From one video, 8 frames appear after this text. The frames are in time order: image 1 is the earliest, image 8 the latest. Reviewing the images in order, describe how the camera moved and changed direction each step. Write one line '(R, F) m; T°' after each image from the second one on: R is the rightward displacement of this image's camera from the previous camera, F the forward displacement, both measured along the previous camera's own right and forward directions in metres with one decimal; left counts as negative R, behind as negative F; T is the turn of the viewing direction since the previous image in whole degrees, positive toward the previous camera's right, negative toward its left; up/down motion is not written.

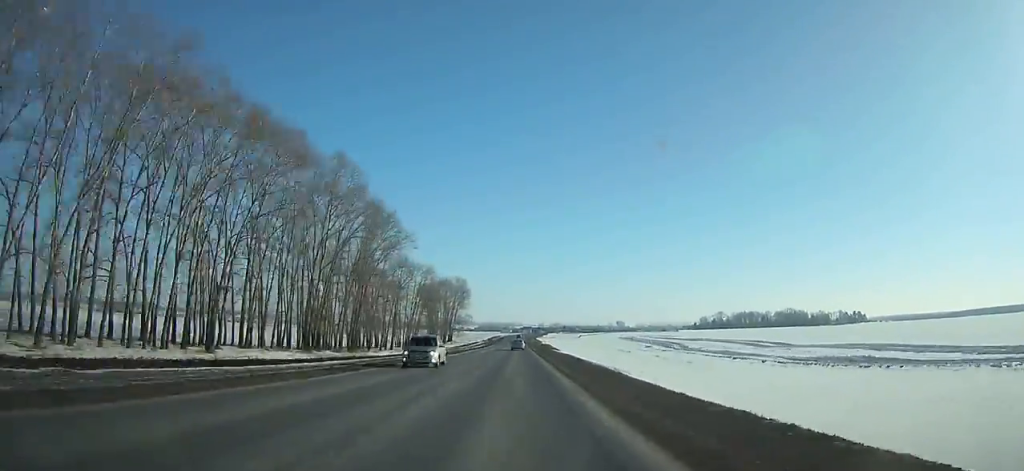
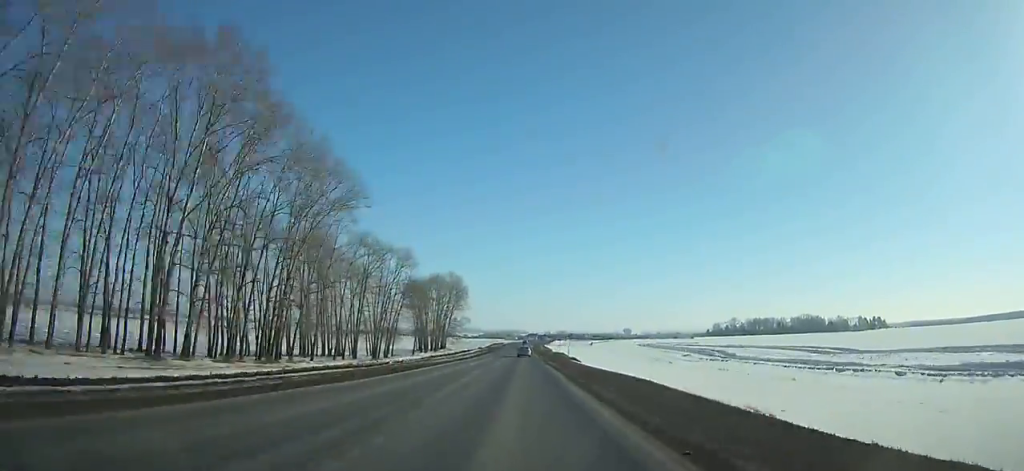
(-0.1, +34.8) m; 0°
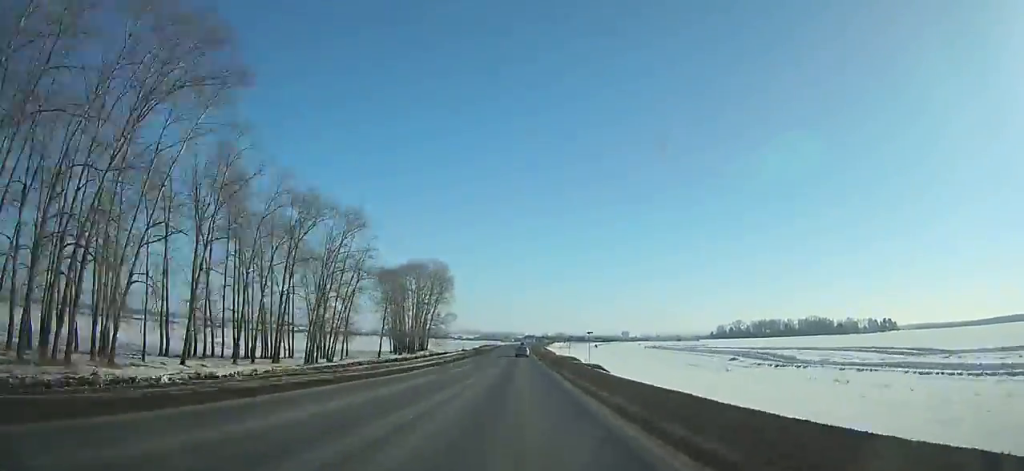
(0.0, +32.7) m; 0°
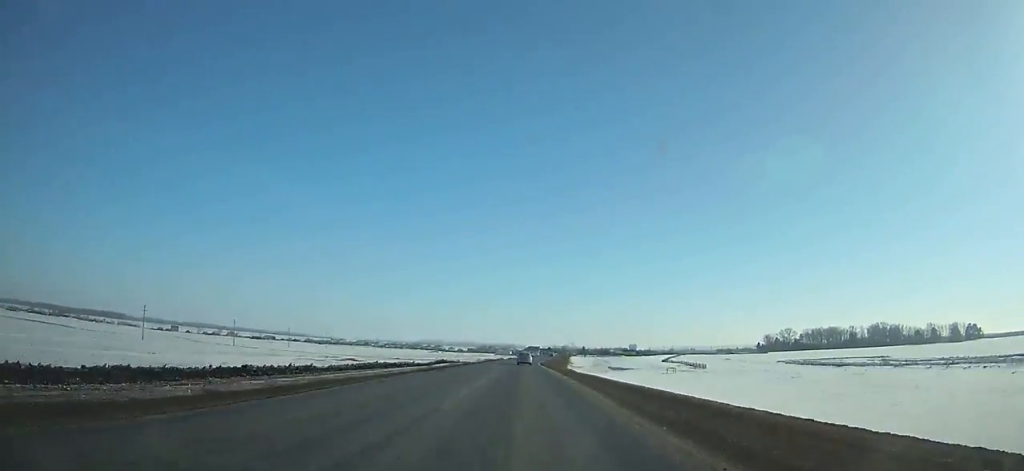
(+0.7, +161.8) m; +1°
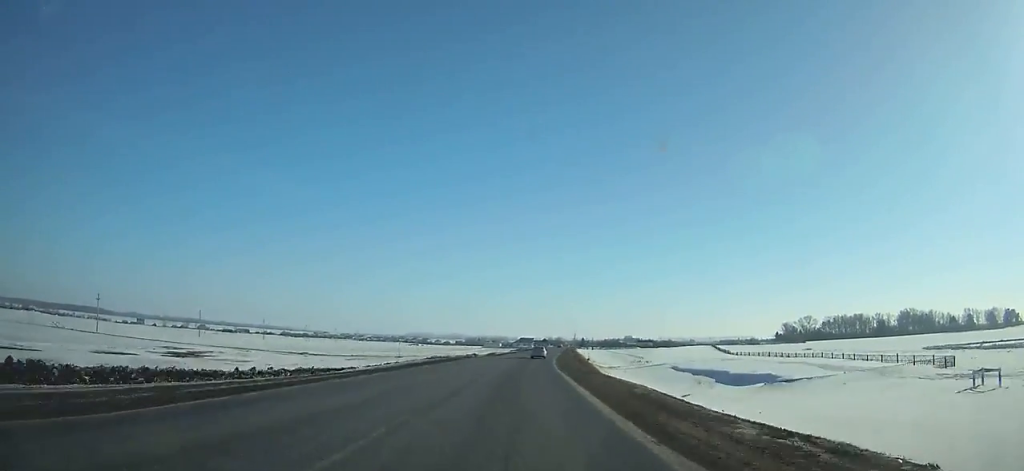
(+0.5, +69.9) m; +2°
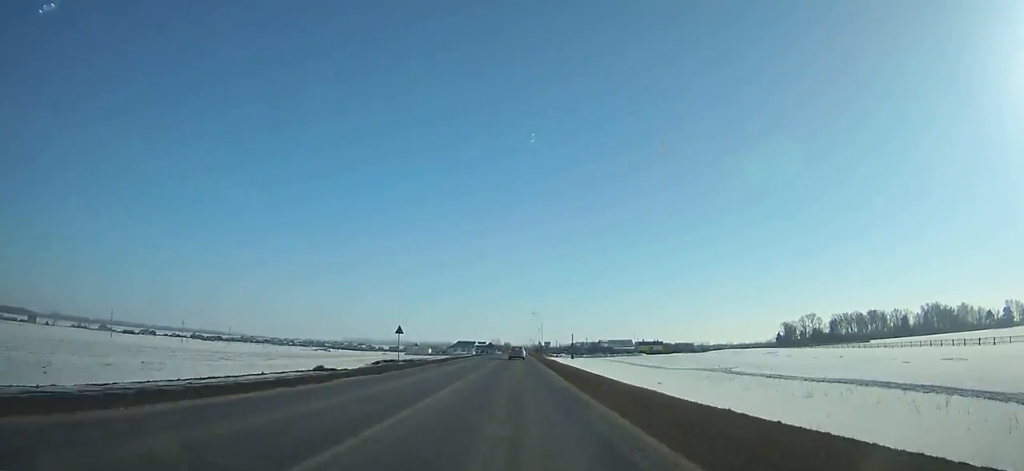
(+3.3, +113.8) m; +3°
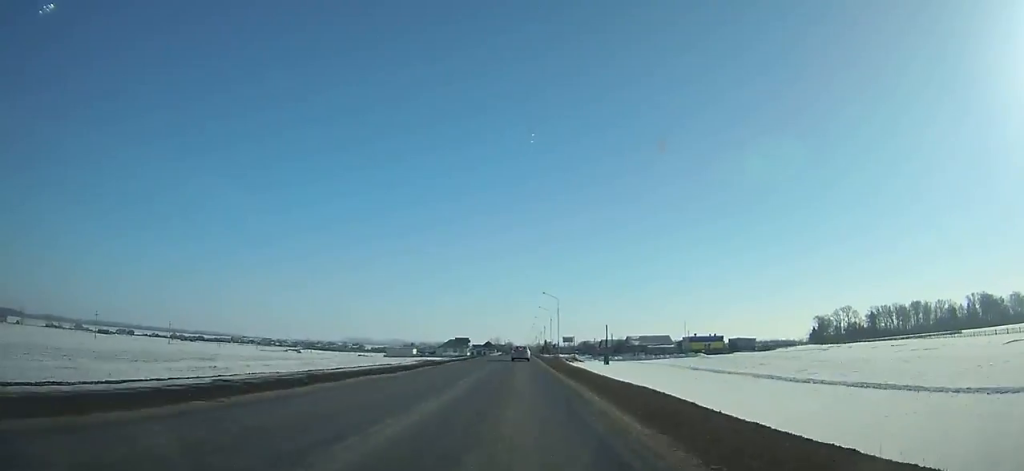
(+0.3, +52.2) m; 0°
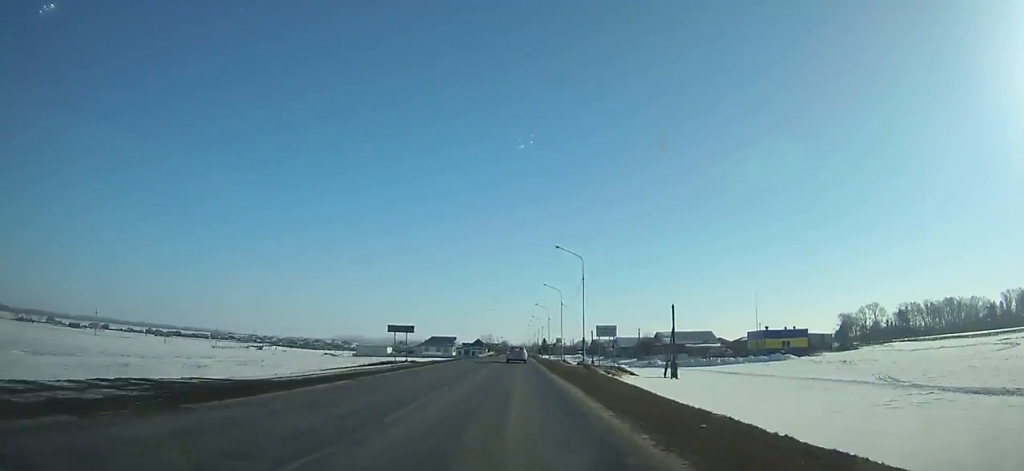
(-0.1, +42.0) m; 0°
